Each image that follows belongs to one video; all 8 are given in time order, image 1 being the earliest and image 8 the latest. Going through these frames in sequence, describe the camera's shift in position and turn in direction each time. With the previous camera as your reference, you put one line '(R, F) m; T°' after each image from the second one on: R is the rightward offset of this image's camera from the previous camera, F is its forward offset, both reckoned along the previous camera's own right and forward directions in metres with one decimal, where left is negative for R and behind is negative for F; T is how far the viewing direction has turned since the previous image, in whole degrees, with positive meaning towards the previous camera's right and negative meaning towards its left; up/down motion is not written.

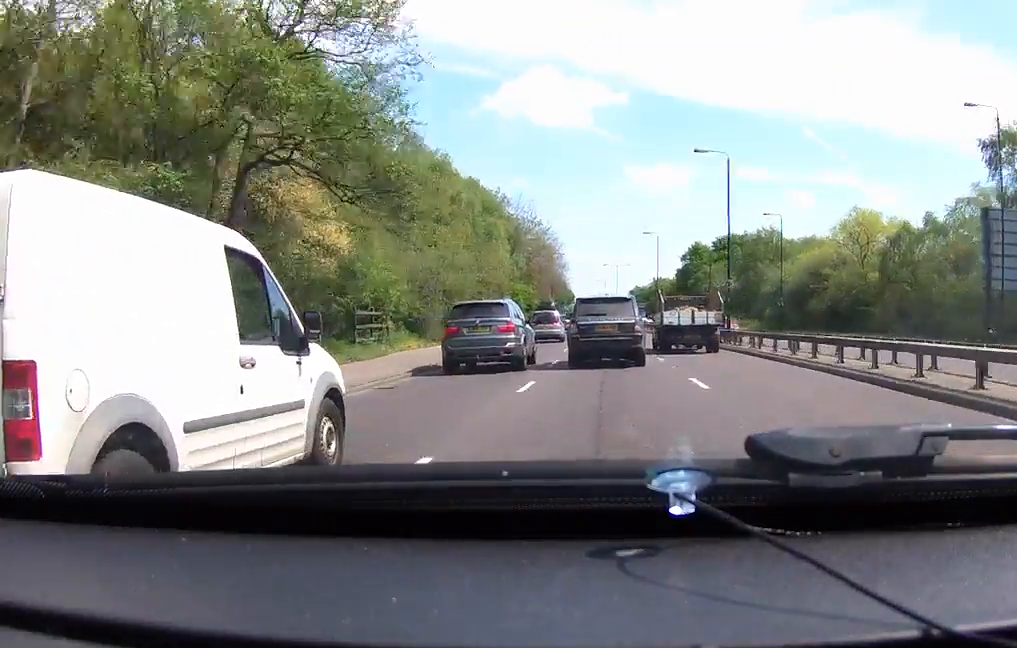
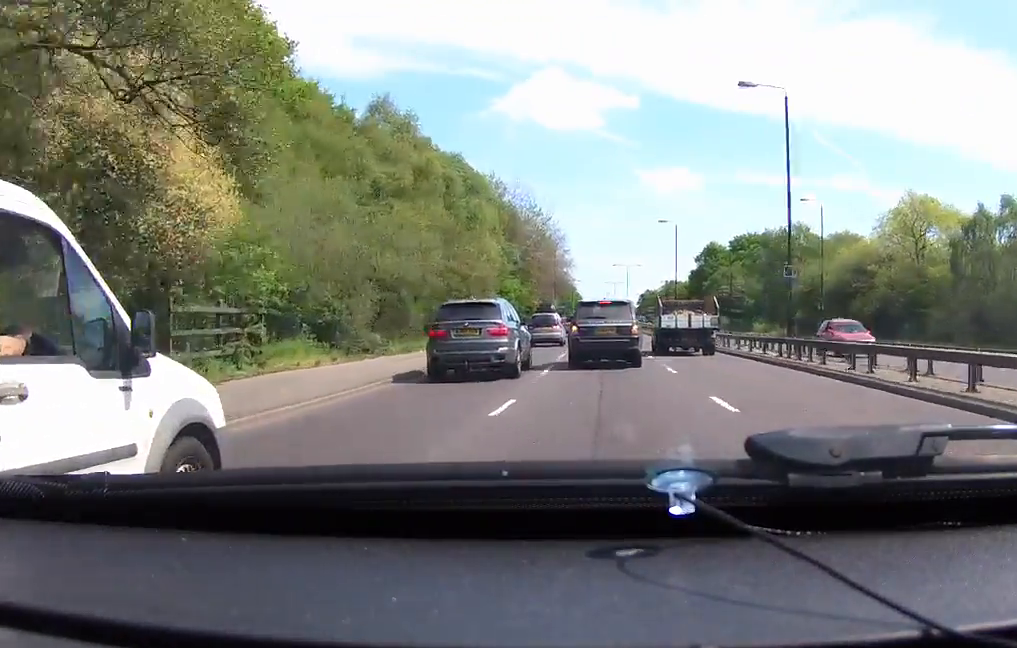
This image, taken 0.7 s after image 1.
(+0.4, +12.1) m; 0°
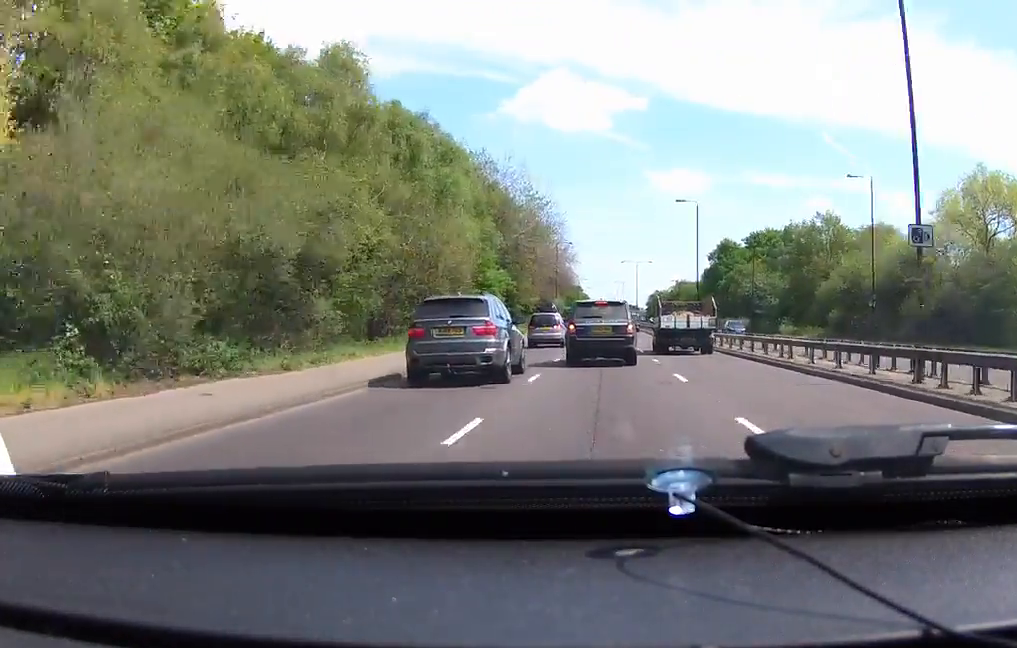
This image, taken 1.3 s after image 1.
(-0.4, +11.6) m; -2°
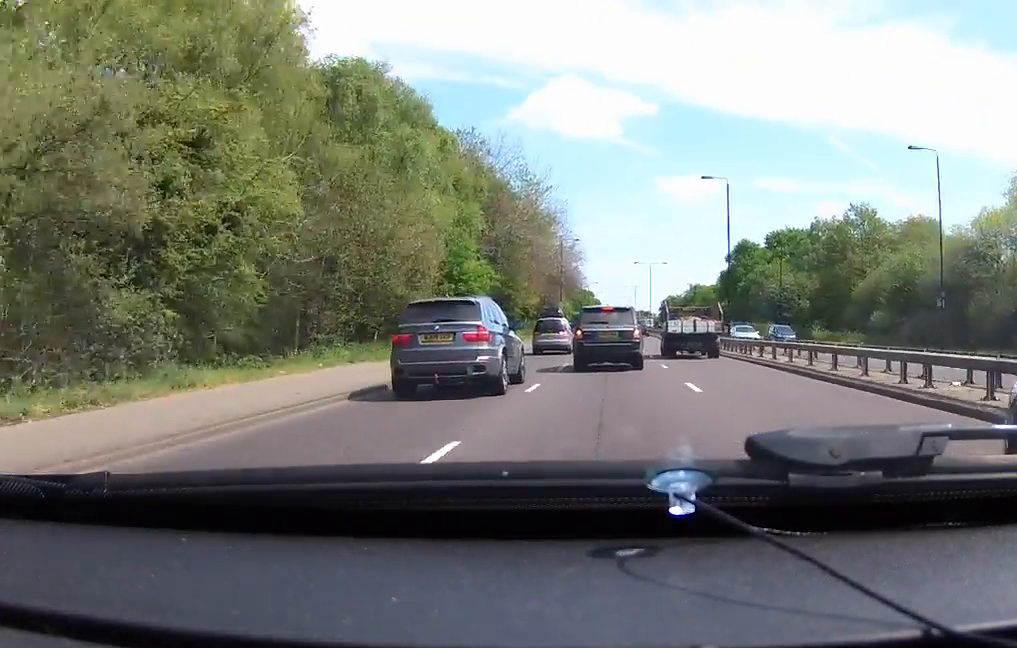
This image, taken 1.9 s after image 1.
(-0.1, +10.4) m; -1°
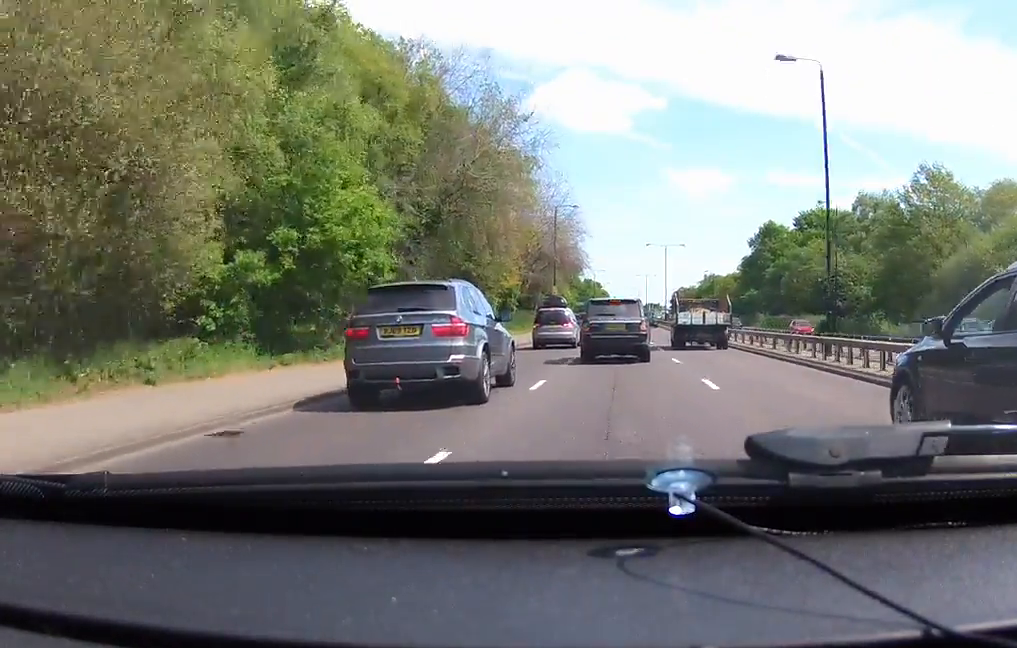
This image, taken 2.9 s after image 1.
(0.0, +19.3) m; +1°
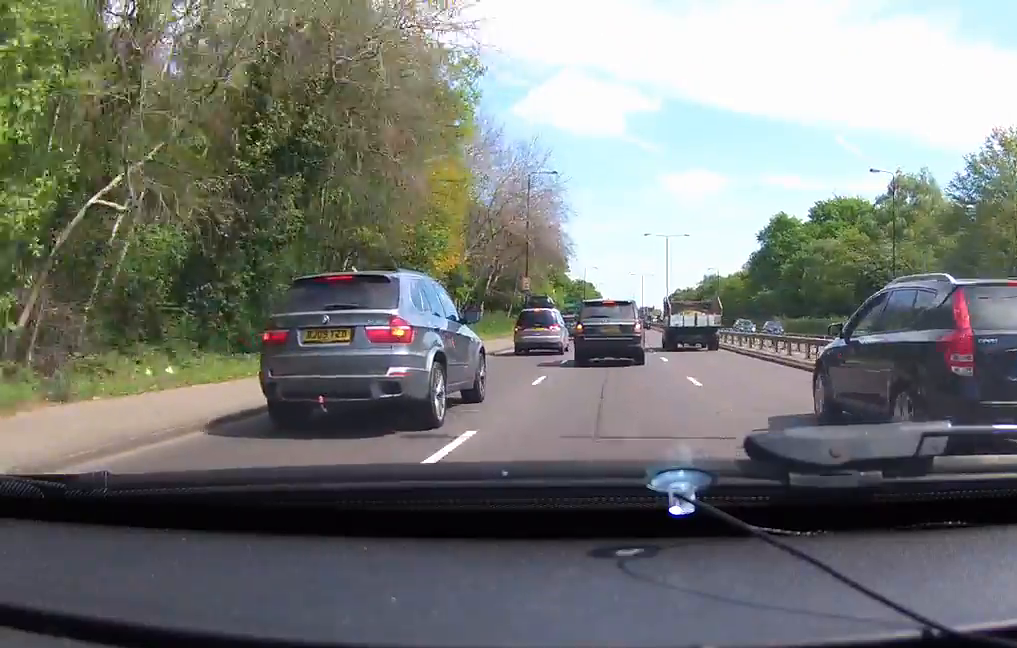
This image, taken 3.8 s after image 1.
(+0.4, +16.2) m; 0°
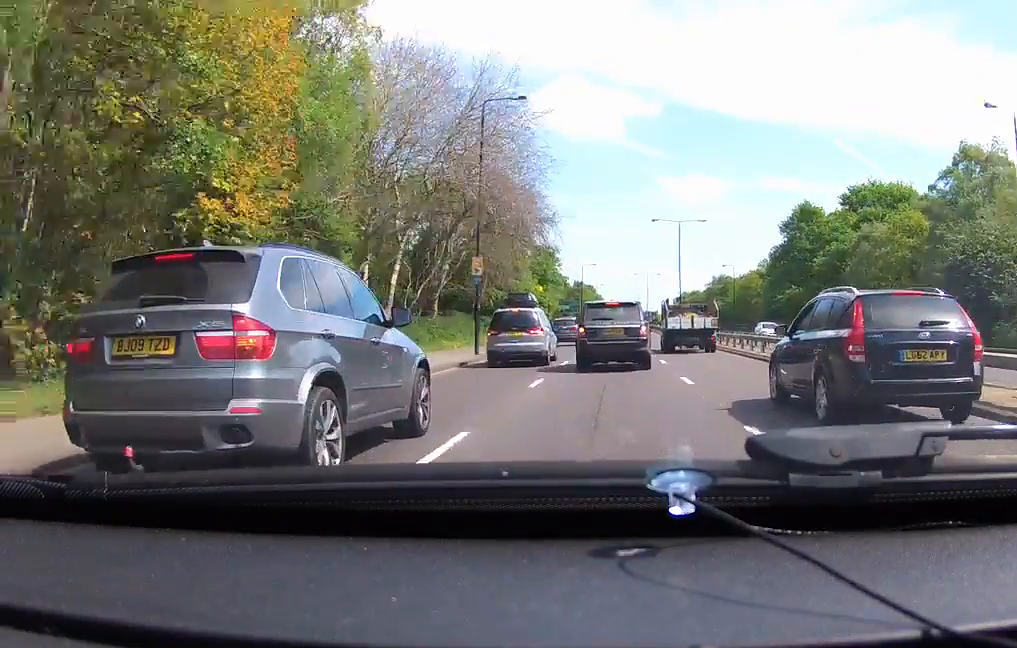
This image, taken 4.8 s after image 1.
(-0.4, +17.6) m; 0°
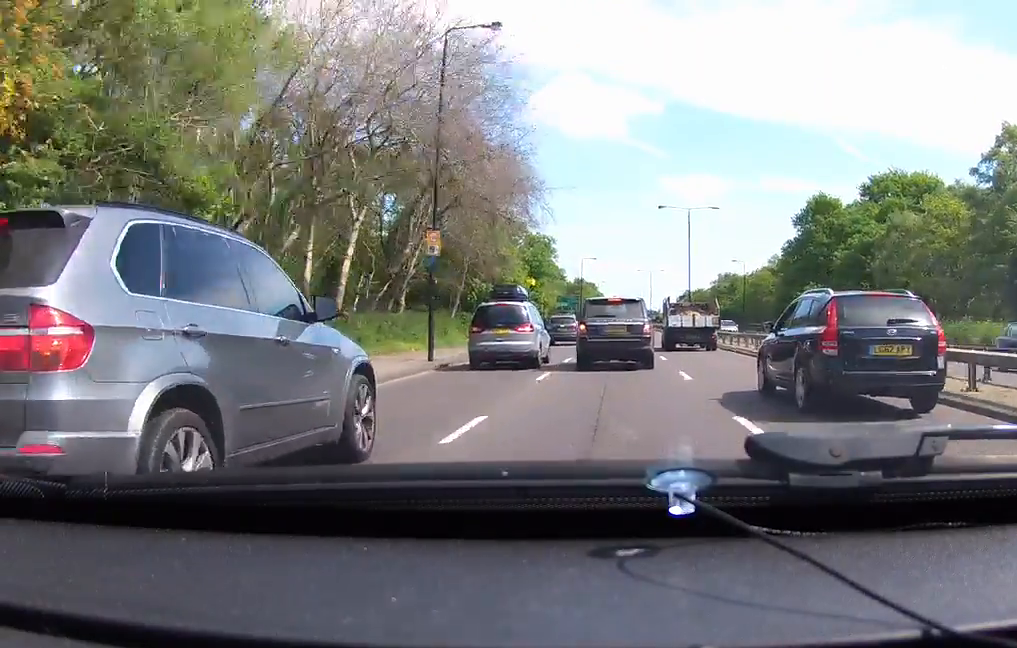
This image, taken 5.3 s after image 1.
(+0.1, +8.0) m; 0°
